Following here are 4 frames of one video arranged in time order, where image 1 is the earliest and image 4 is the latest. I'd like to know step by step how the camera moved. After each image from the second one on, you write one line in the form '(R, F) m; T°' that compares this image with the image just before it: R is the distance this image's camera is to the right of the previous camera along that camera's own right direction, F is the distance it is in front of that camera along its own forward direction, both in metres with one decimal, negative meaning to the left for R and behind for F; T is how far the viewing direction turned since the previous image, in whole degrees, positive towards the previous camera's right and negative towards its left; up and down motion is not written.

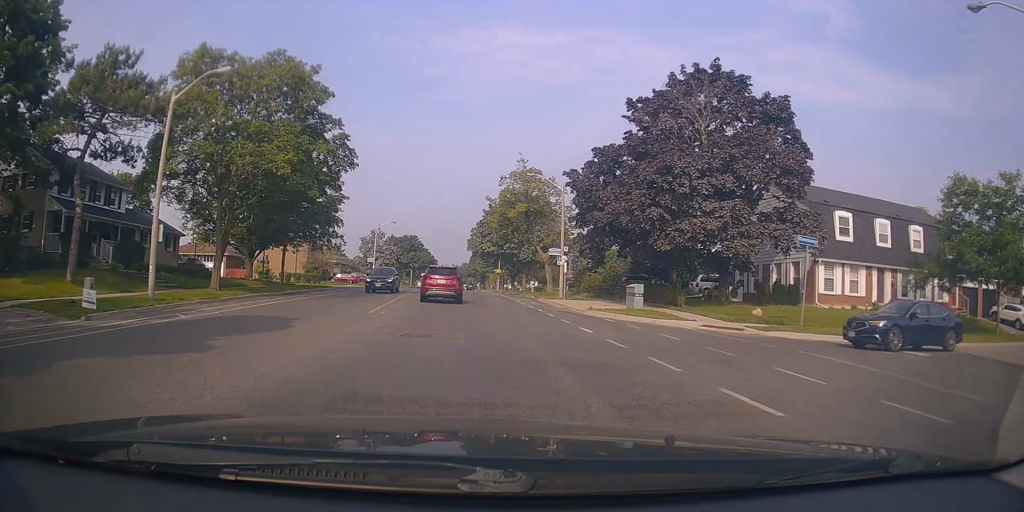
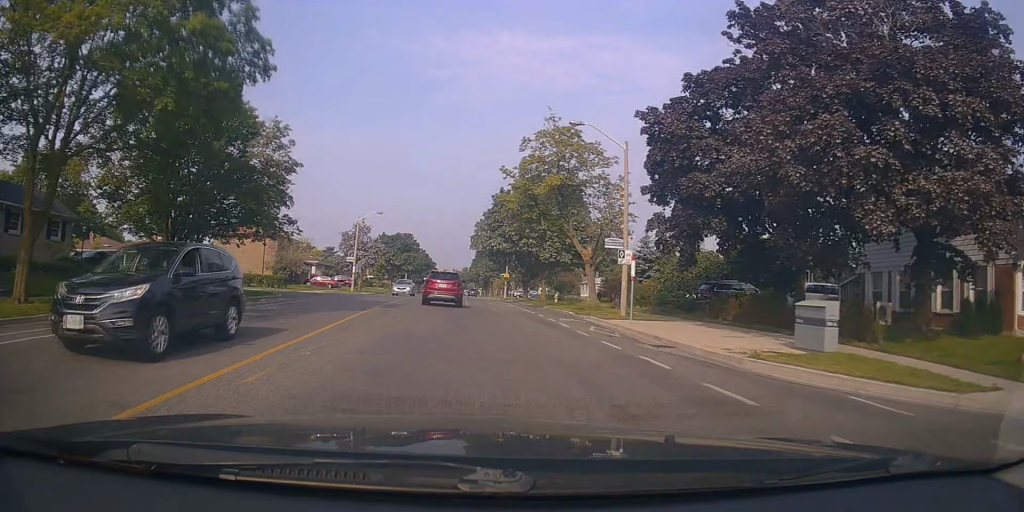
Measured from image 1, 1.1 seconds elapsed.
(-0.5, +14.5) m; -2°
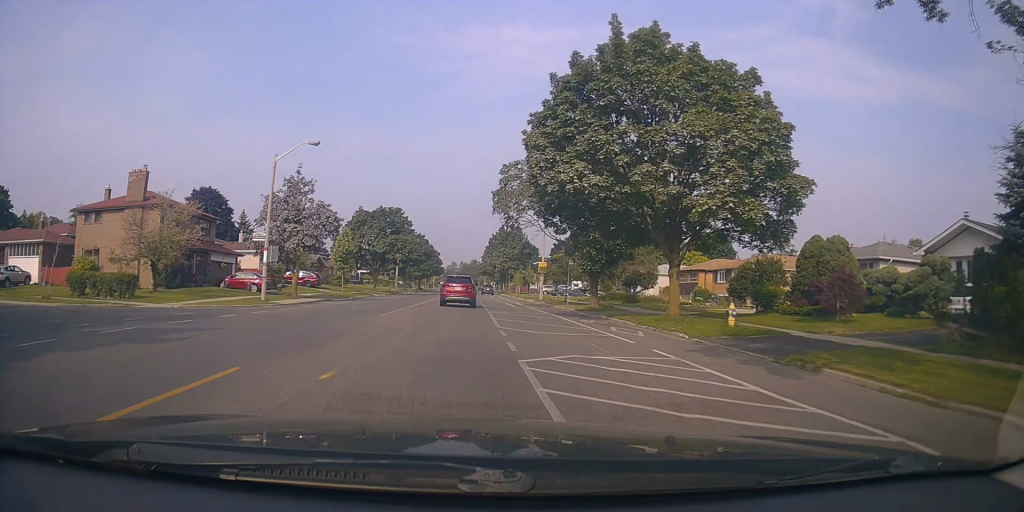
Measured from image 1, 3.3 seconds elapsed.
(+0.8, +29.3) m; 0°
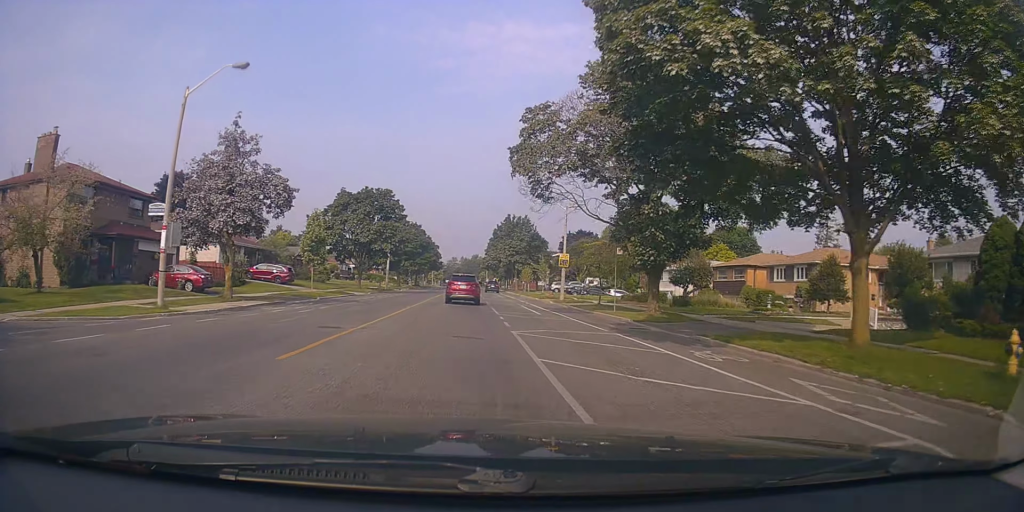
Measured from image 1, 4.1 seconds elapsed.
(-0.7, +11.0) m; -1°
